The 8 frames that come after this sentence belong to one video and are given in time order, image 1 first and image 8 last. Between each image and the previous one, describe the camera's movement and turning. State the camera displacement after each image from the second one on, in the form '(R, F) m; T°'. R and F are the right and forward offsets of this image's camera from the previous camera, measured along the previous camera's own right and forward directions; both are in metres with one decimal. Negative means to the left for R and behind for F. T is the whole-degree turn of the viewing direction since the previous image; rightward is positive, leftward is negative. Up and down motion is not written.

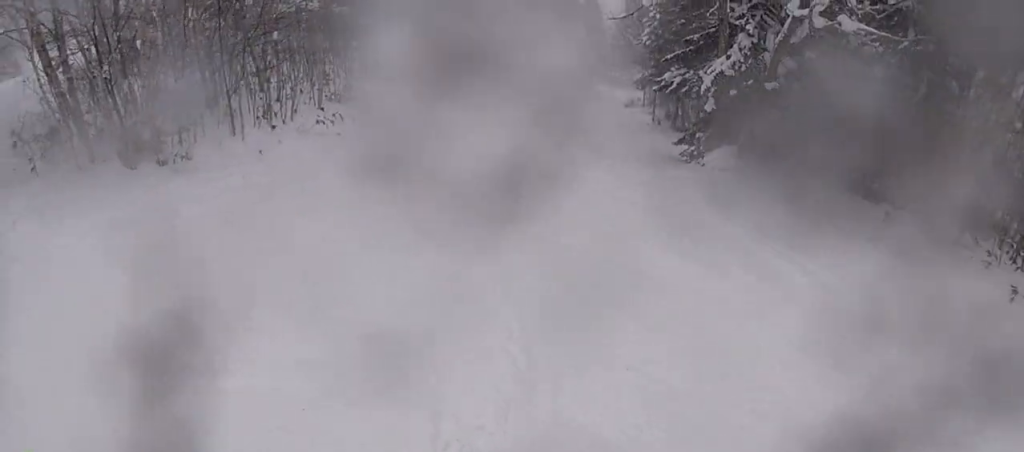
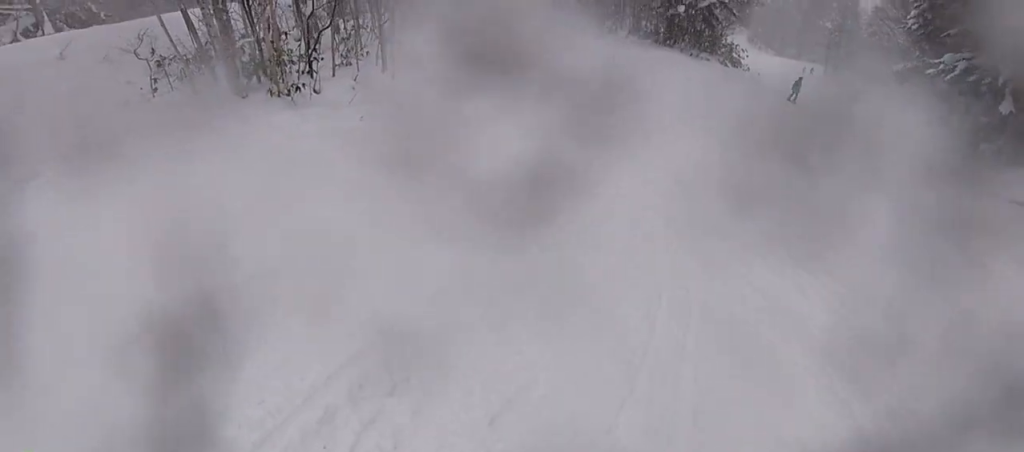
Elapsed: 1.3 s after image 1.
(-2.4, +3.5) m; -50°
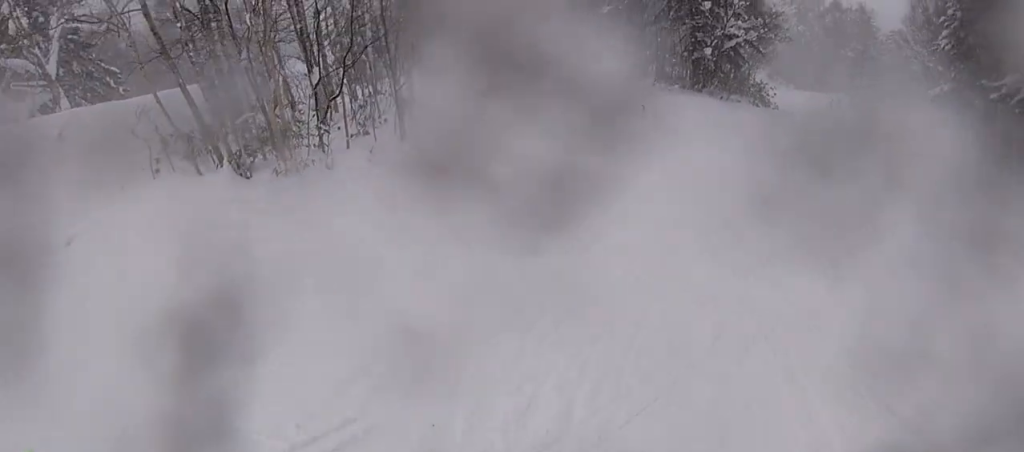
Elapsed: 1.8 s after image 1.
(-0.6, +2.3) m; +2°
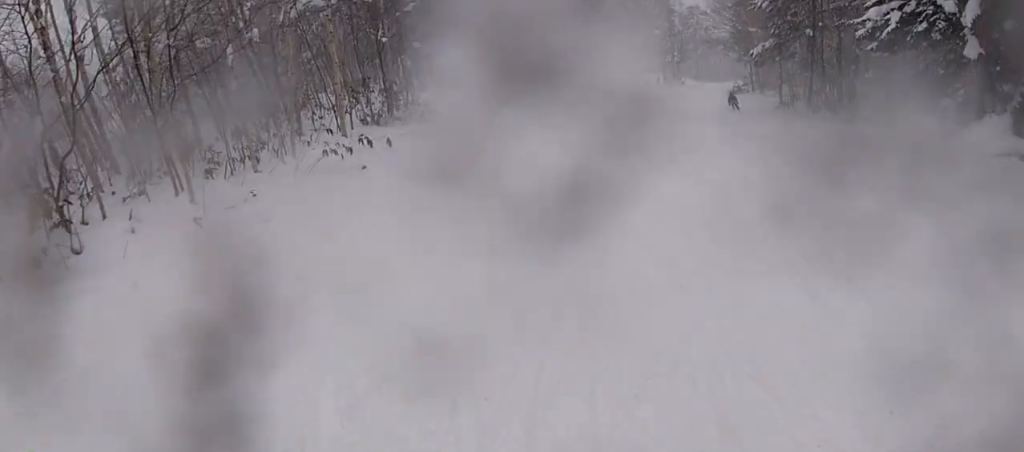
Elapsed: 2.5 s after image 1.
(+0.2, +3.2) m; +15°
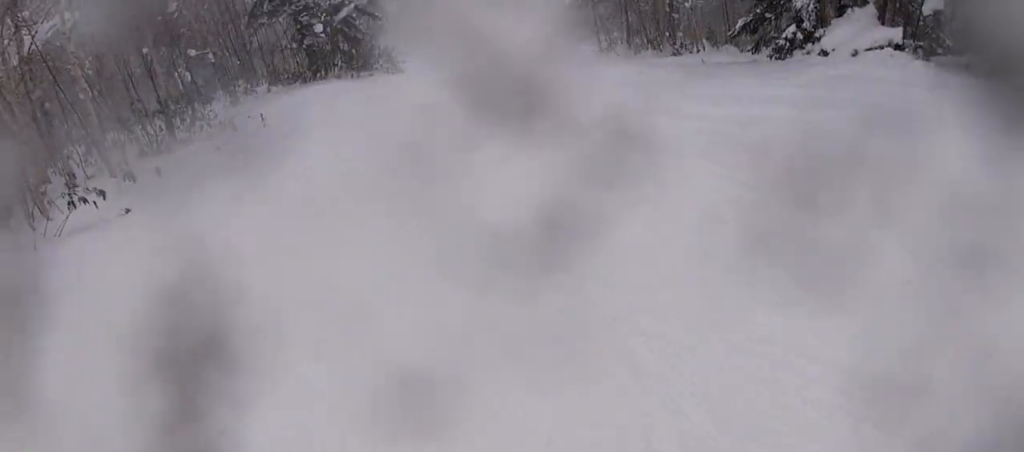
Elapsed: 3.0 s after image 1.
(+0.2, +2.4) m; +17°
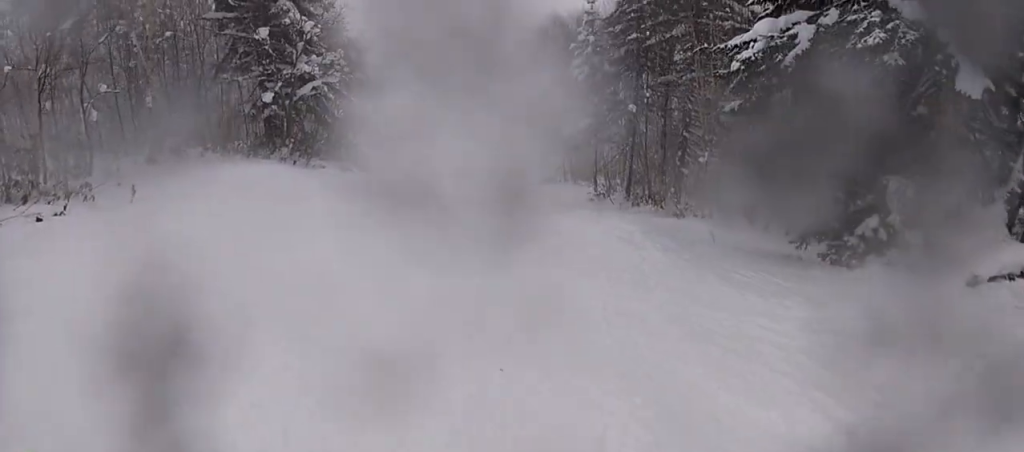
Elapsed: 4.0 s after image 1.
(+1.4, +5.1) m; +12°
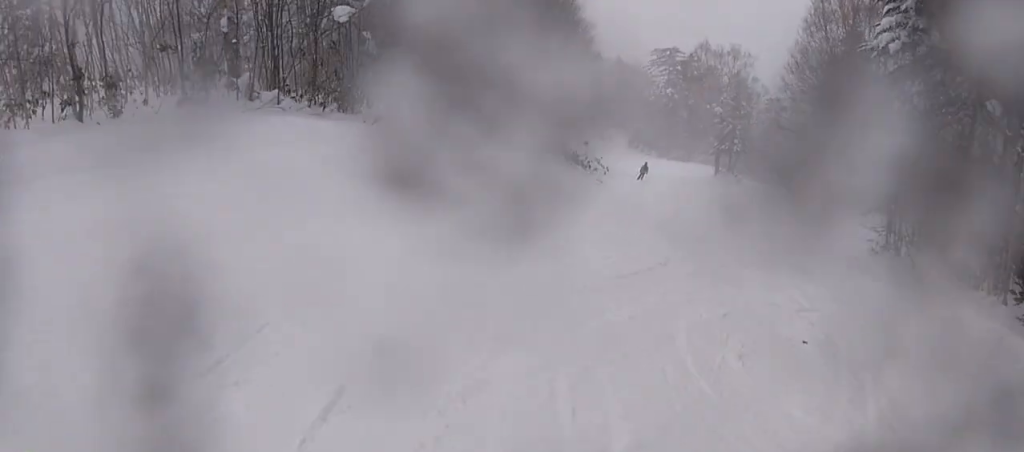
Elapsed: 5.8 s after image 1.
(-1.9, +10.0) m; -22°
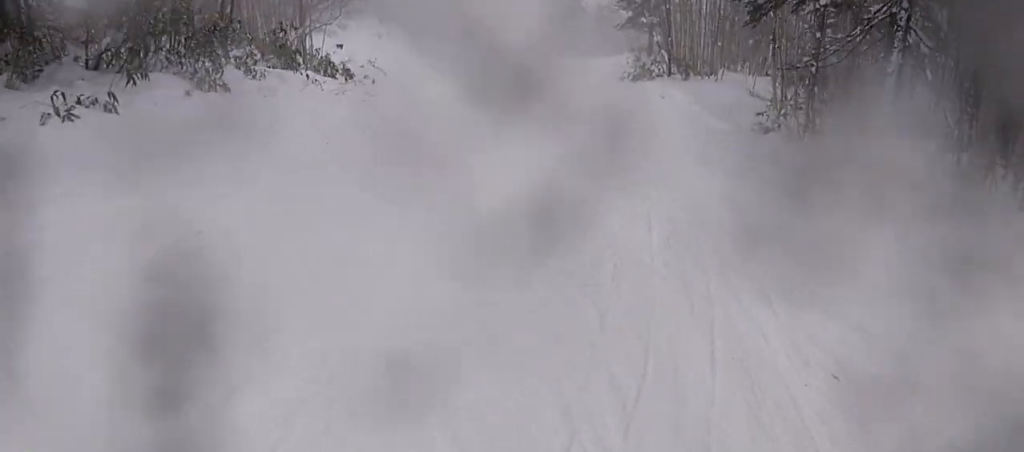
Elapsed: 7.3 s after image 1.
(-0.2, +8.7) m; +10°
